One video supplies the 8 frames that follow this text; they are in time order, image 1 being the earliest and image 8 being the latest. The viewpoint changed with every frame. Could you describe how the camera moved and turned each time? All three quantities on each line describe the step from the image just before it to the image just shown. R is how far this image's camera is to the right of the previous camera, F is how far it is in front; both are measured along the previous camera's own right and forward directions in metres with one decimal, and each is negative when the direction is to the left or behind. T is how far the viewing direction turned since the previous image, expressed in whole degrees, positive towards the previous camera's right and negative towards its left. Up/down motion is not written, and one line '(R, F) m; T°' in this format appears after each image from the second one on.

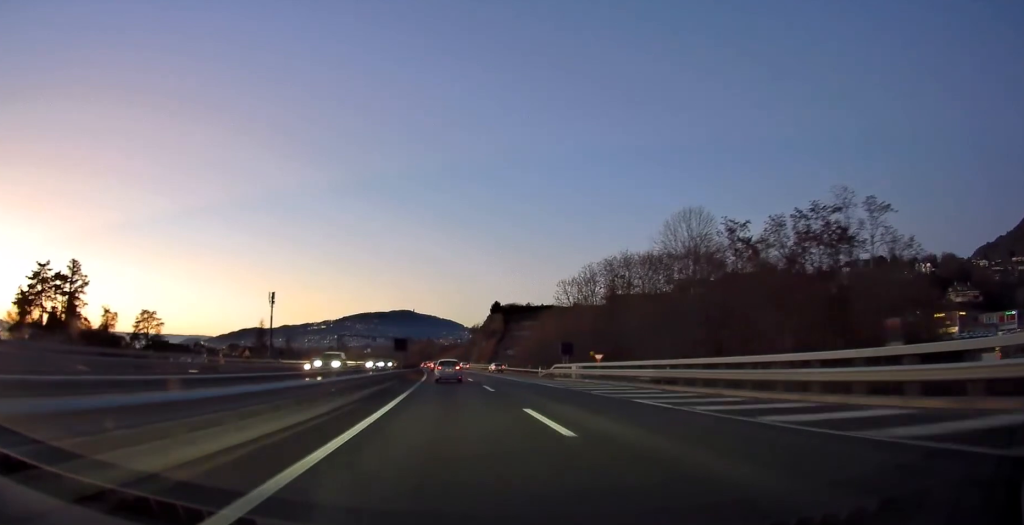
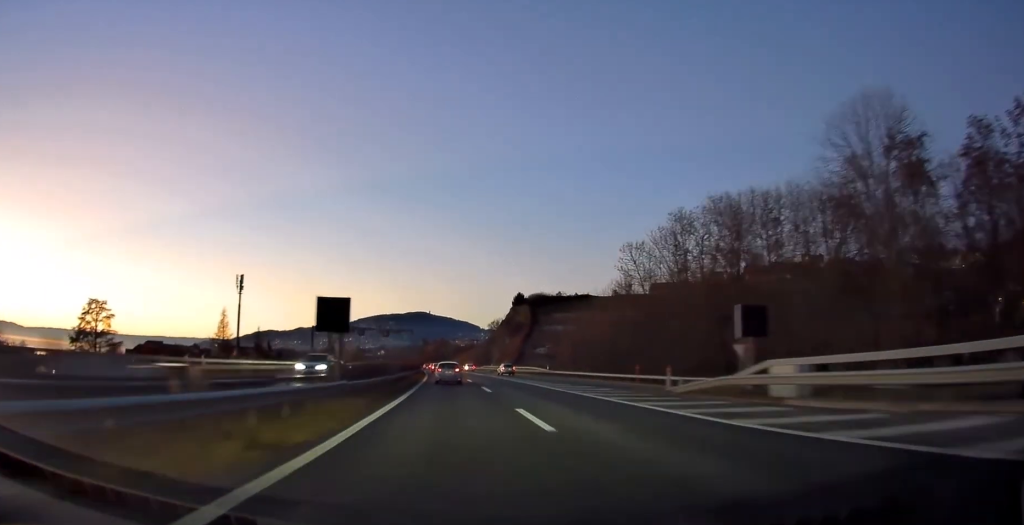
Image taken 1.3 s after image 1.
(-0.2, +36.2) m; 0°
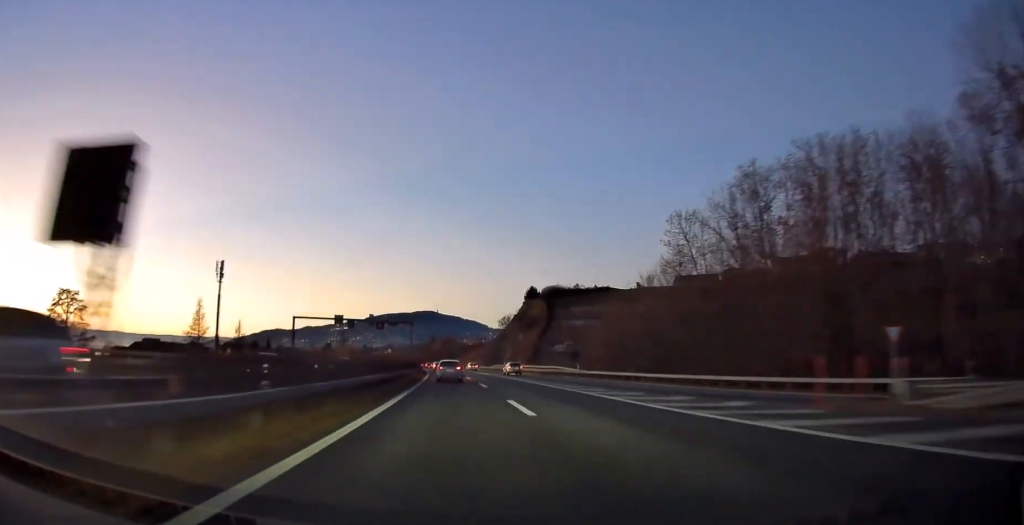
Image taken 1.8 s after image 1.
(0.0, +15.0) m; -1°
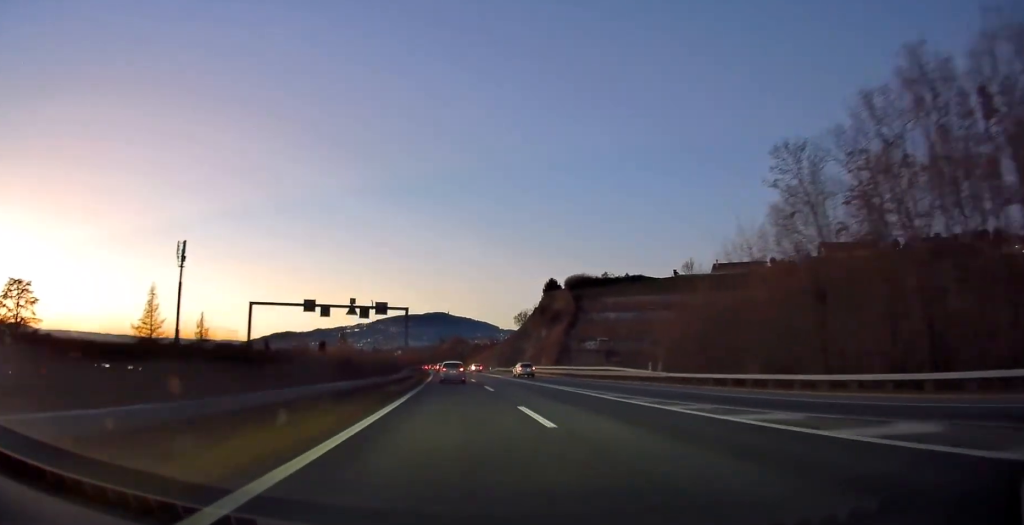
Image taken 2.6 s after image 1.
(-0.1, +21.5) m; -1°
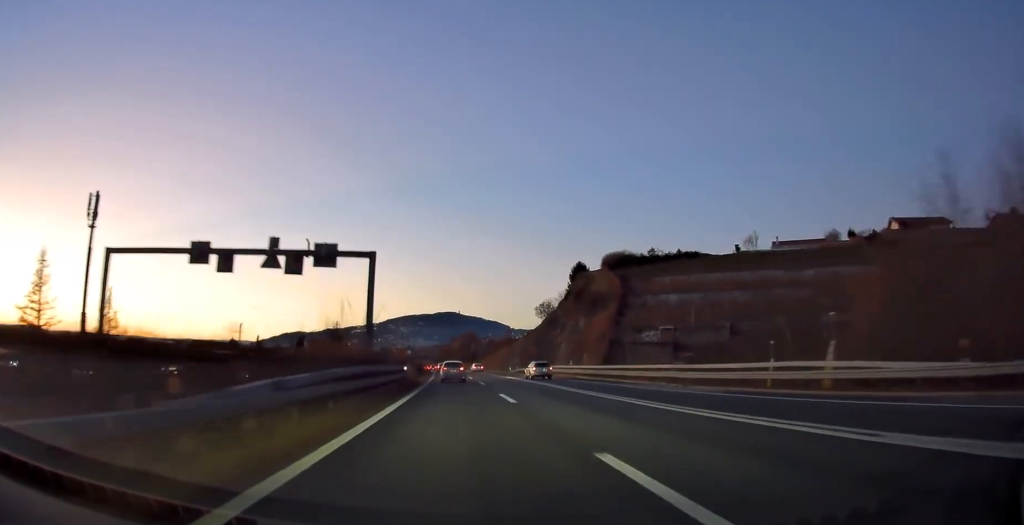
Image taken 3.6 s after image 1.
(-0.7, +28.5) m; -2°
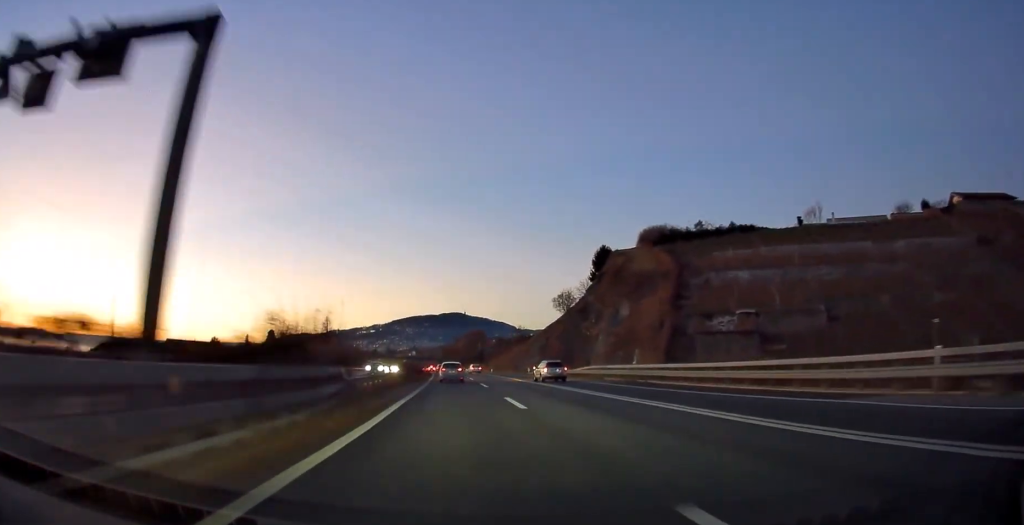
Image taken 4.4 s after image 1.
(-0.2, +21.1) m; 0°
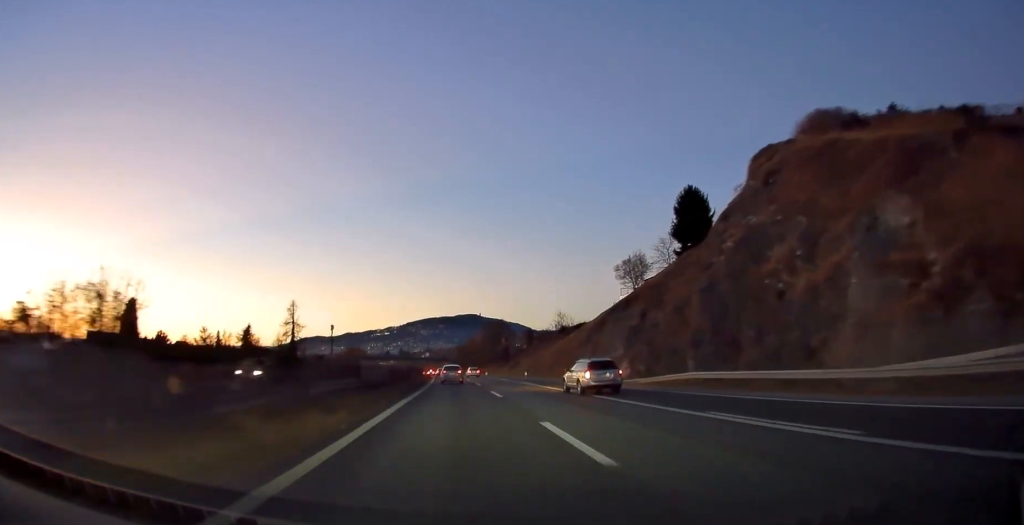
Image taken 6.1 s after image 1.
(+0.3, +46.7) m; -1°
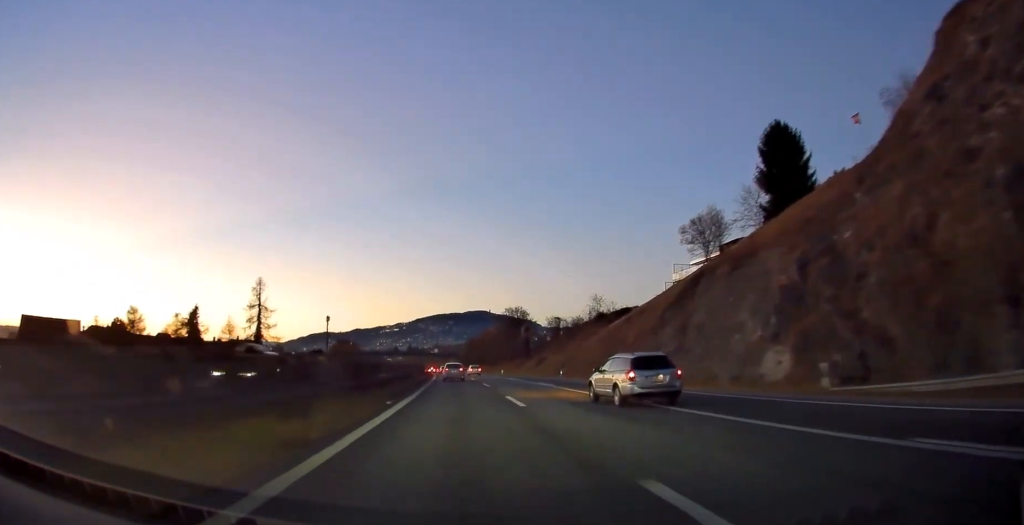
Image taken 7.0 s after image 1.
(-0.4, +25.9) m; -2°
